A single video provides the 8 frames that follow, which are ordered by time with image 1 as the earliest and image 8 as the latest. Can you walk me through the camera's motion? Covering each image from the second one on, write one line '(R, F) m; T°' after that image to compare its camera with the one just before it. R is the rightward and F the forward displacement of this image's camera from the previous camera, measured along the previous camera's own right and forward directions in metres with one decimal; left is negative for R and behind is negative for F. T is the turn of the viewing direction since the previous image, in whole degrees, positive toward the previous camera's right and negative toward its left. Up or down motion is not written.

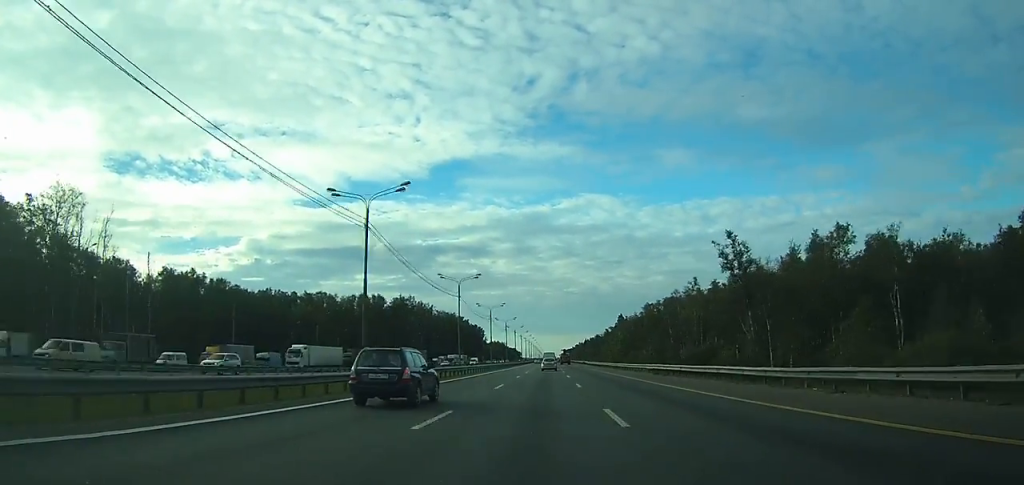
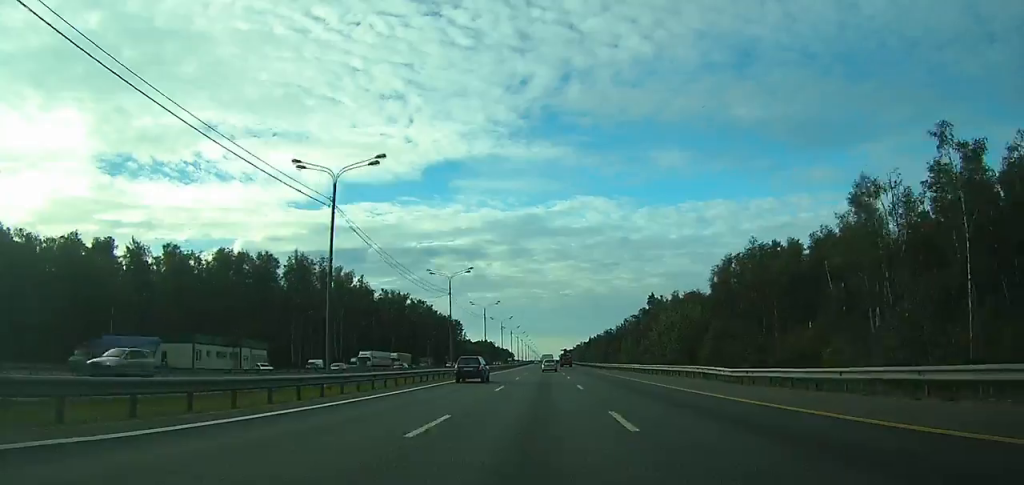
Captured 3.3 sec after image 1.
(+0.3, +97.2) m; 0°
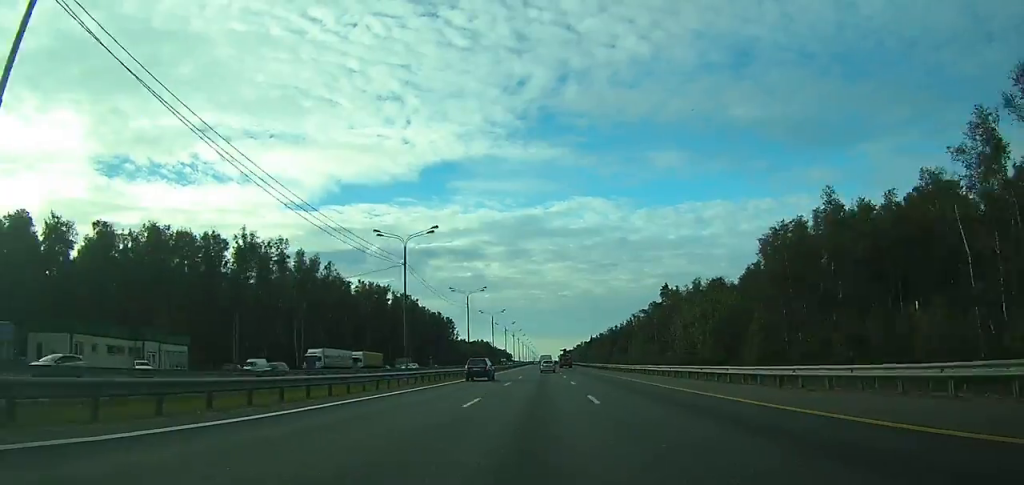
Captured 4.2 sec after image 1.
(0.0, +26.5) m; 0°
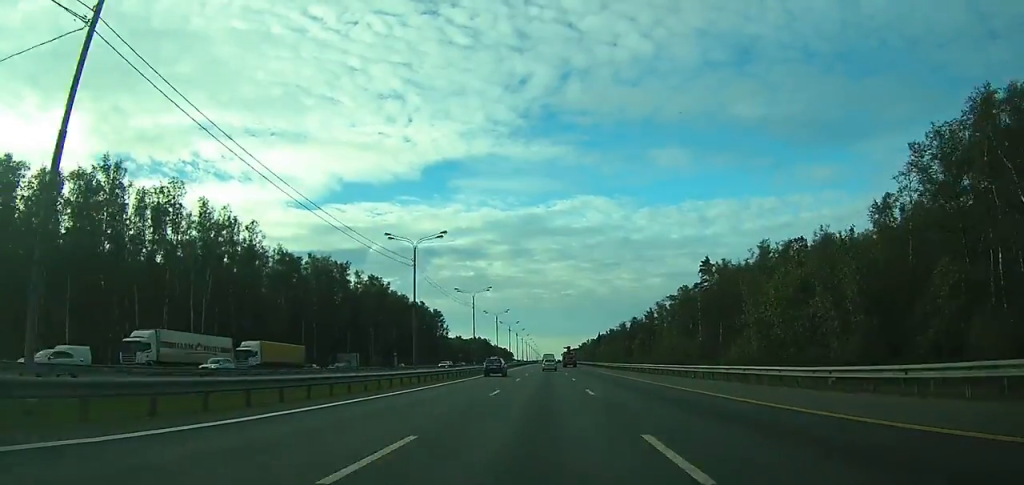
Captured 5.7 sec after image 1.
(-0.1, +45.7) m; 0°
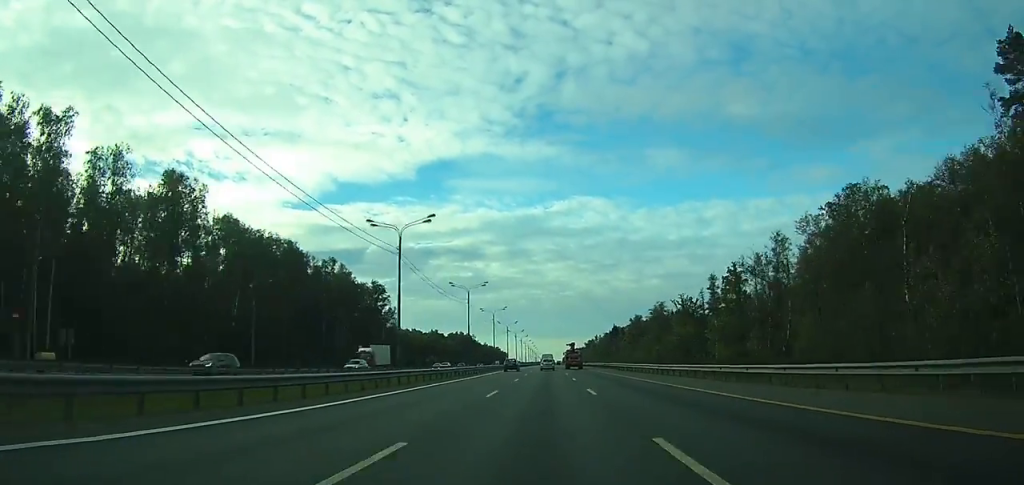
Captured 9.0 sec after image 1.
(0.0, +97.7) m; 0°
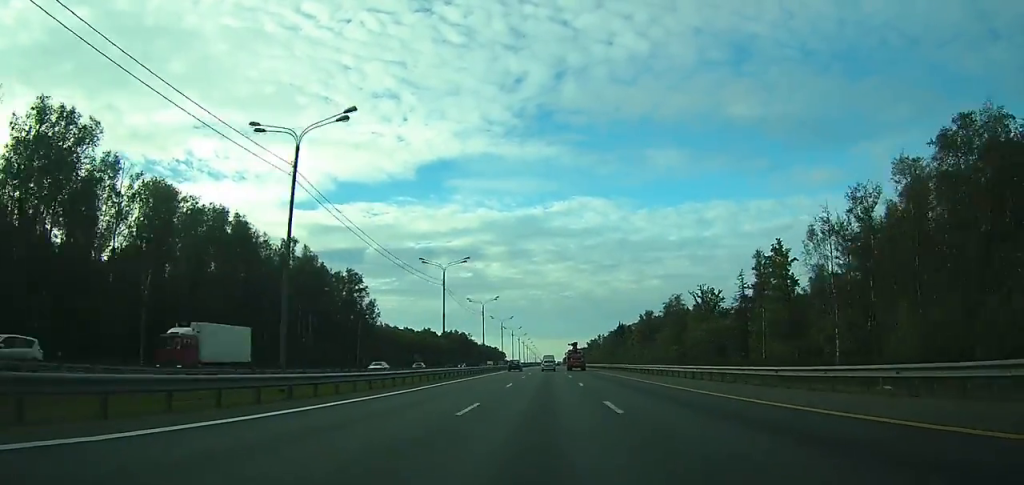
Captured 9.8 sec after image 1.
(0.0, +23.2) m; 0°
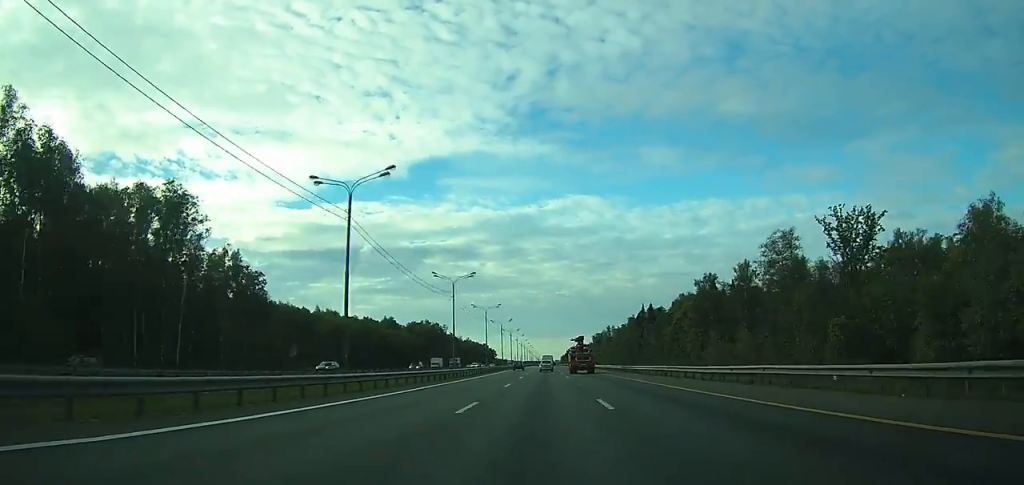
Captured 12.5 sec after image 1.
(+0.3, +76.5) m; 0°
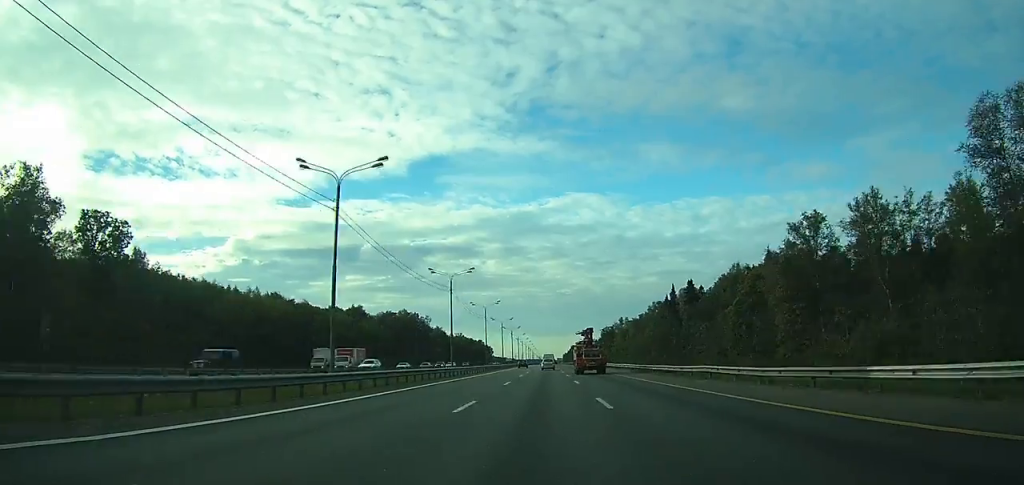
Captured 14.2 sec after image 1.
(+0.1, +48.9) m; 0°
